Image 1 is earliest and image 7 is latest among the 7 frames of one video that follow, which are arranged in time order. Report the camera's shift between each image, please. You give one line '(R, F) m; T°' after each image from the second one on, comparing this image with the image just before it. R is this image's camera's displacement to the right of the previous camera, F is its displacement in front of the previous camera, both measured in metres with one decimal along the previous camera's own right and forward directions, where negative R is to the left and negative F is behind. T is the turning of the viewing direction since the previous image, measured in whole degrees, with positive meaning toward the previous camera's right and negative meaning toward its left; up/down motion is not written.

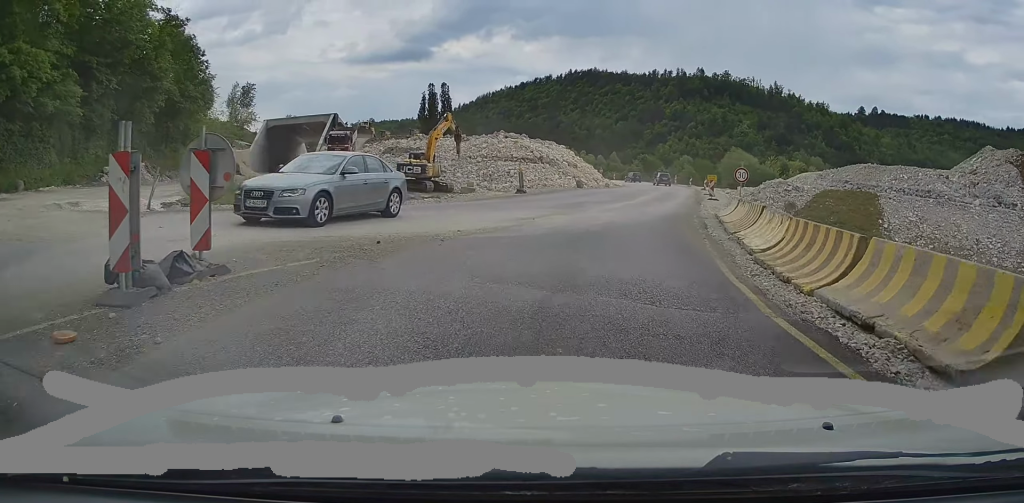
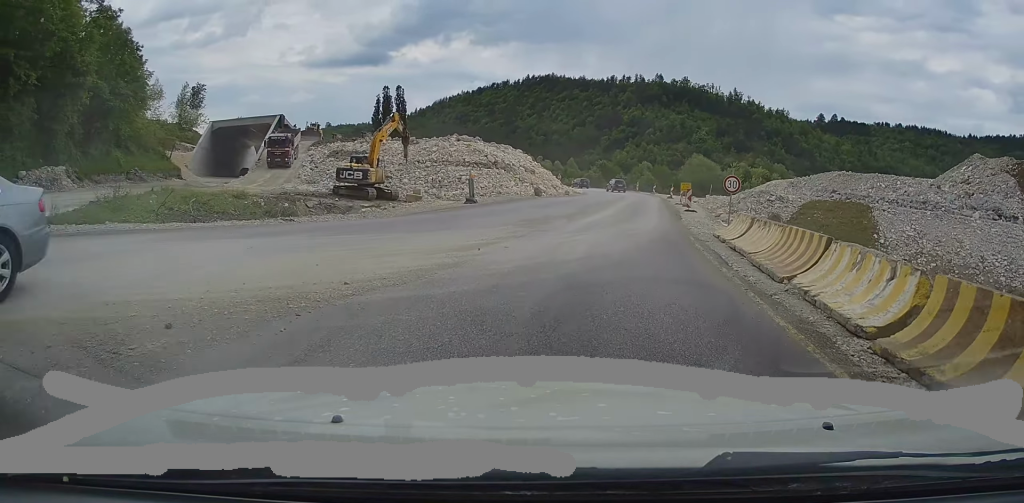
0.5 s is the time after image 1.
(+0.4, +4.8) m; +3°
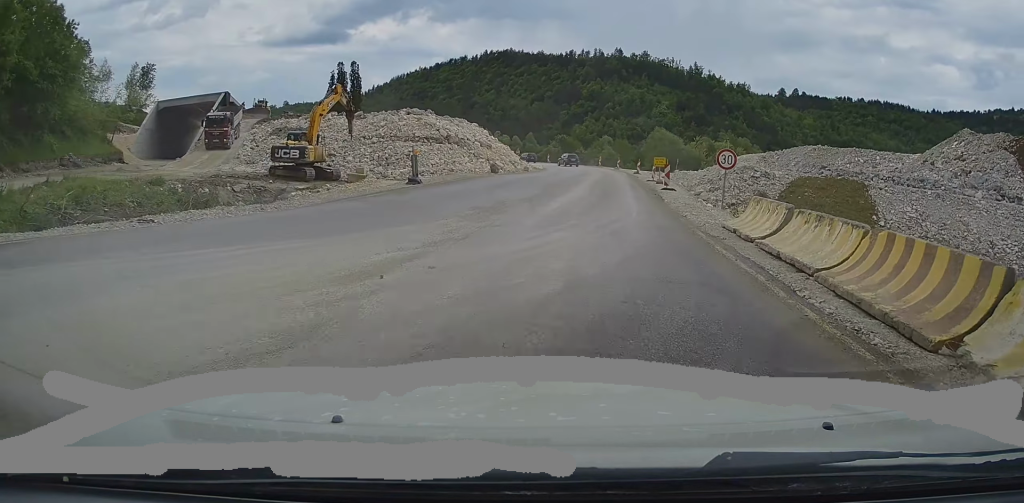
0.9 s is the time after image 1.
(+0.1, +4.5) m; +3°
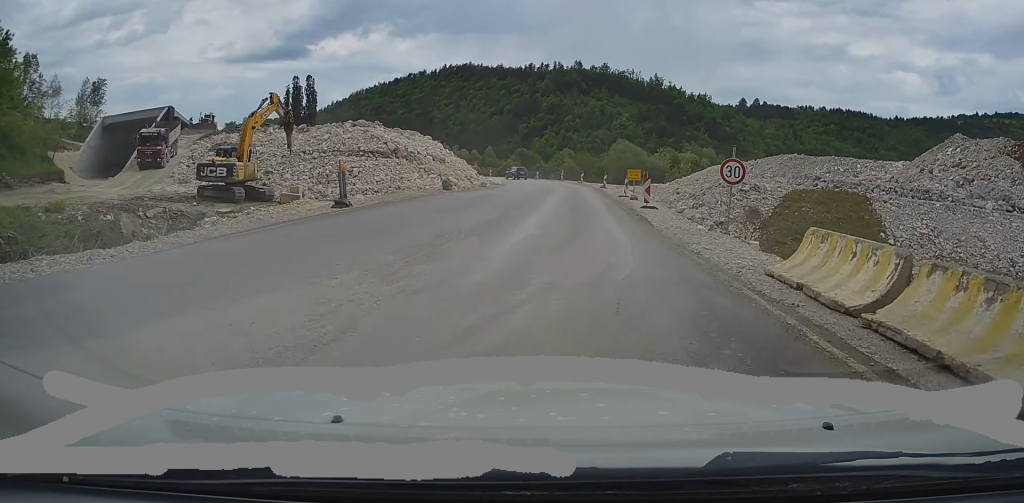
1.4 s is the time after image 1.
(+0.1, +4.8) m; +2°
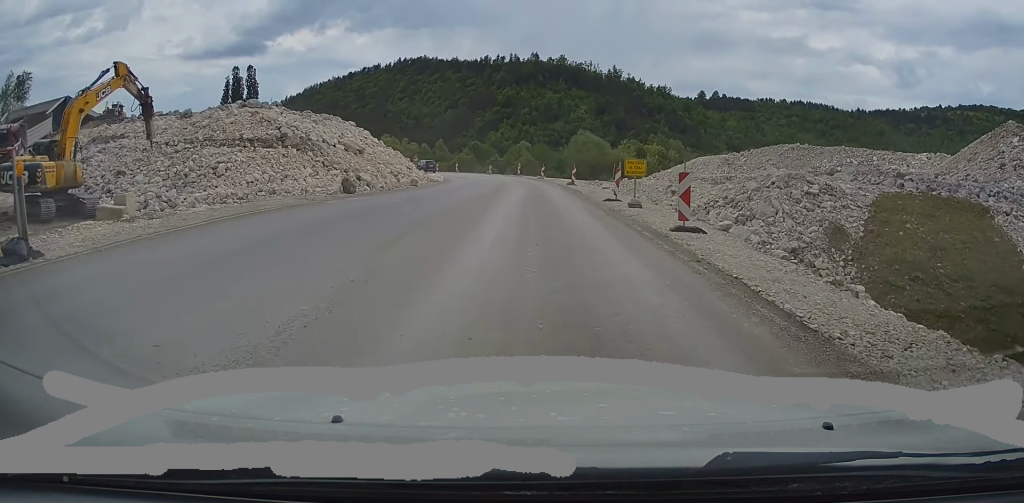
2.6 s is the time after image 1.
(+0.4, +12.6) m; +3°
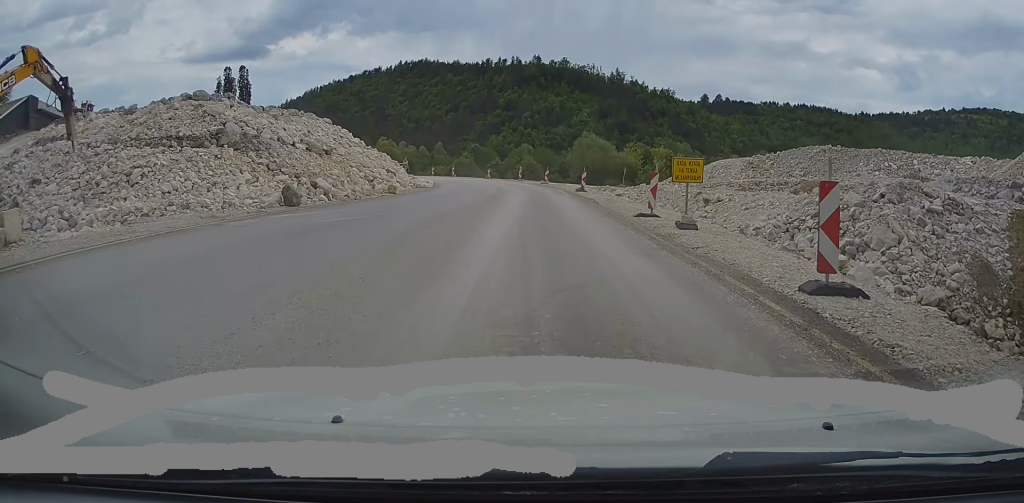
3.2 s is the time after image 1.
(+0.1, +6.6) m; +1°
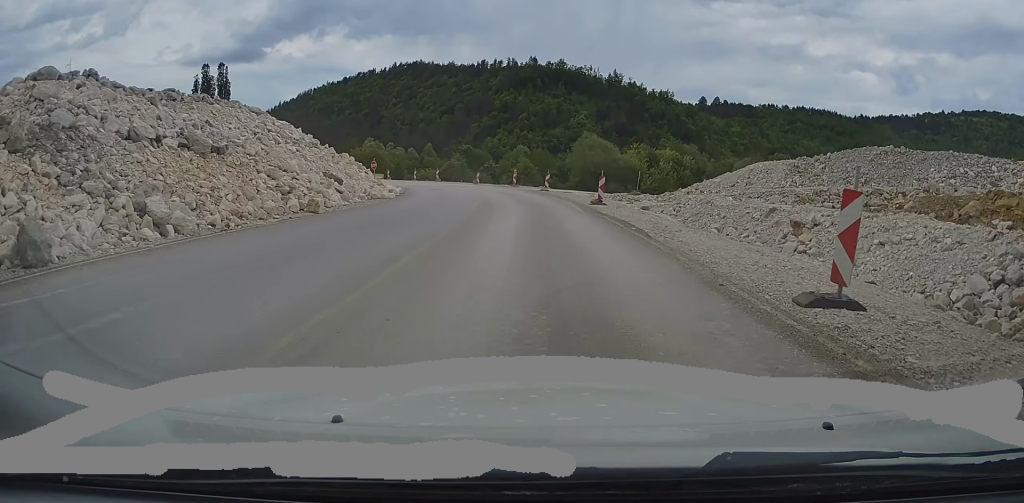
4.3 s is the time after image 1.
(0.0, +11.2) m; -1°
